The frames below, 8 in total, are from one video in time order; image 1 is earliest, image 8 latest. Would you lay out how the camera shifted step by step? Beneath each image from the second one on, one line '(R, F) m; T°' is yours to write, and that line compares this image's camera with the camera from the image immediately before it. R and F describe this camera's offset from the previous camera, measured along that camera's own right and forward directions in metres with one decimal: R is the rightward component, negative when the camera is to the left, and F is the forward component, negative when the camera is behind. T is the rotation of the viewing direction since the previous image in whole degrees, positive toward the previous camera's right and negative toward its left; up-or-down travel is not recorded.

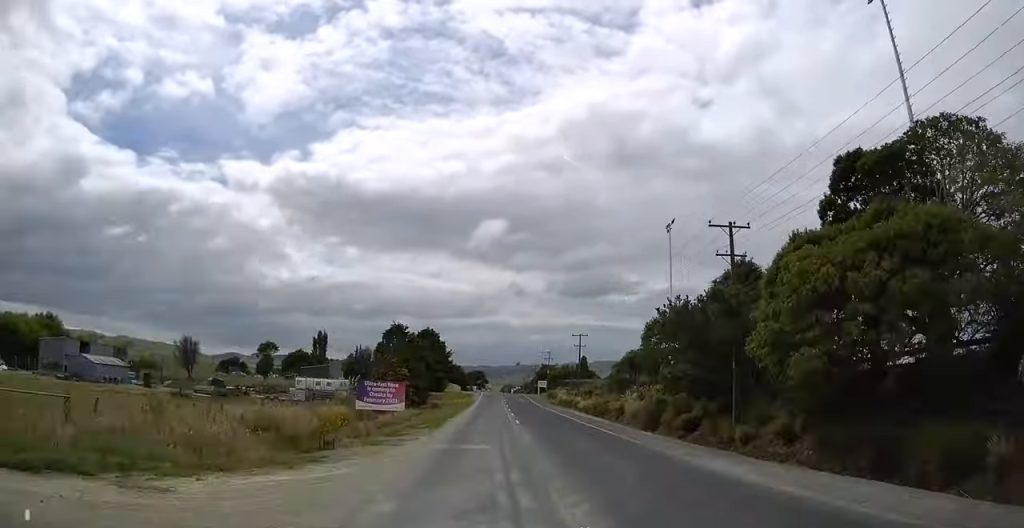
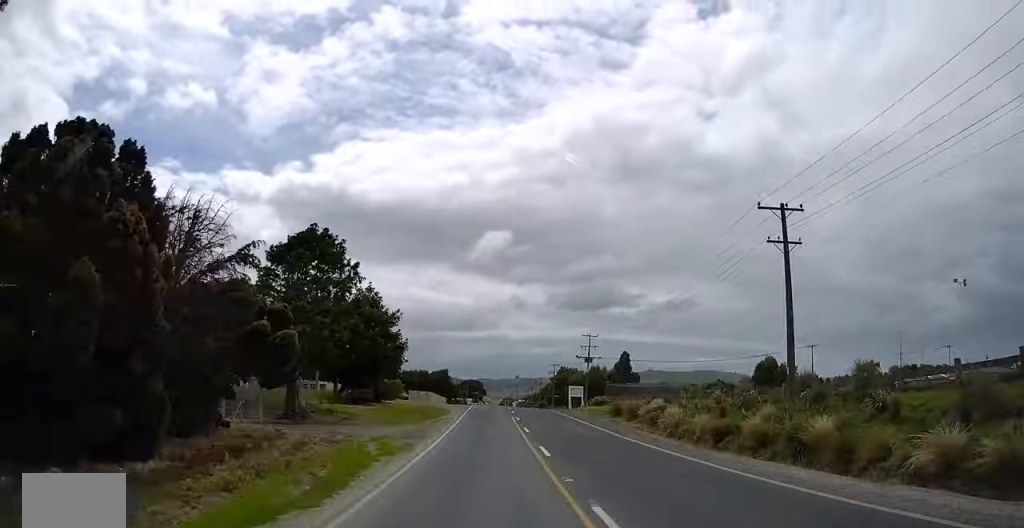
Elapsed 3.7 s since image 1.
(0.0, +55.3) m; 0°
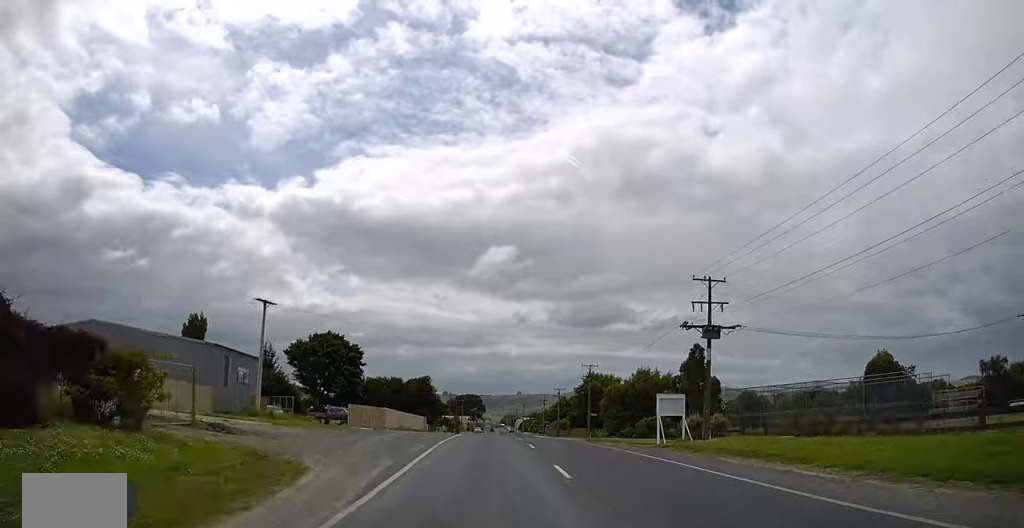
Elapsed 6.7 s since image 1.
(0.0, +42.4) m; 0°
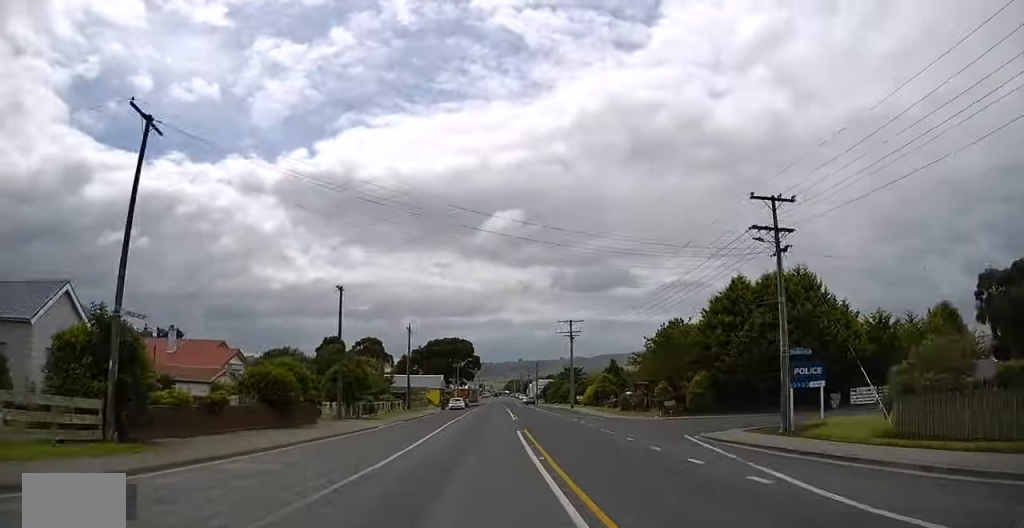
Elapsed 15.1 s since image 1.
(-1.2, +118.3) m; 0°
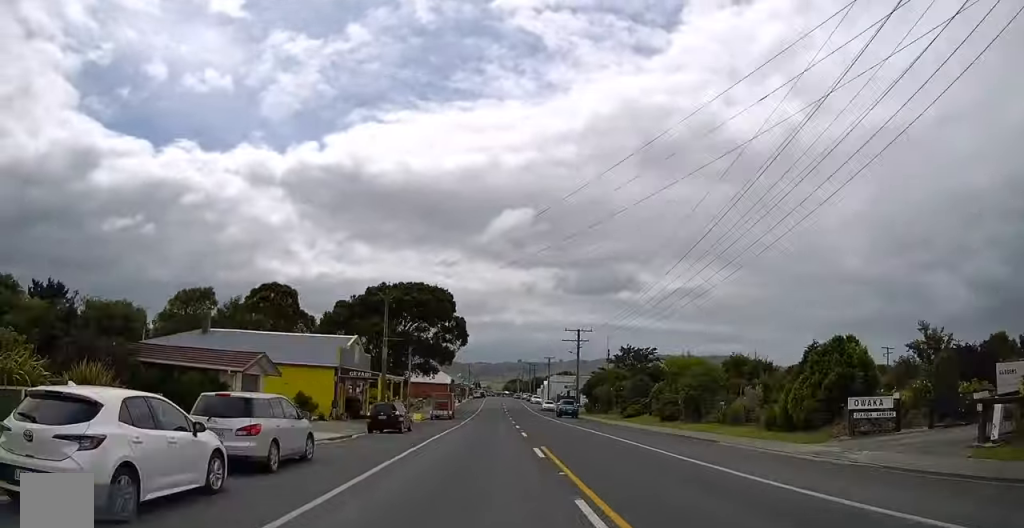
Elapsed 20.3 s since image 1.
(+0.5, +69.9) m; 0°
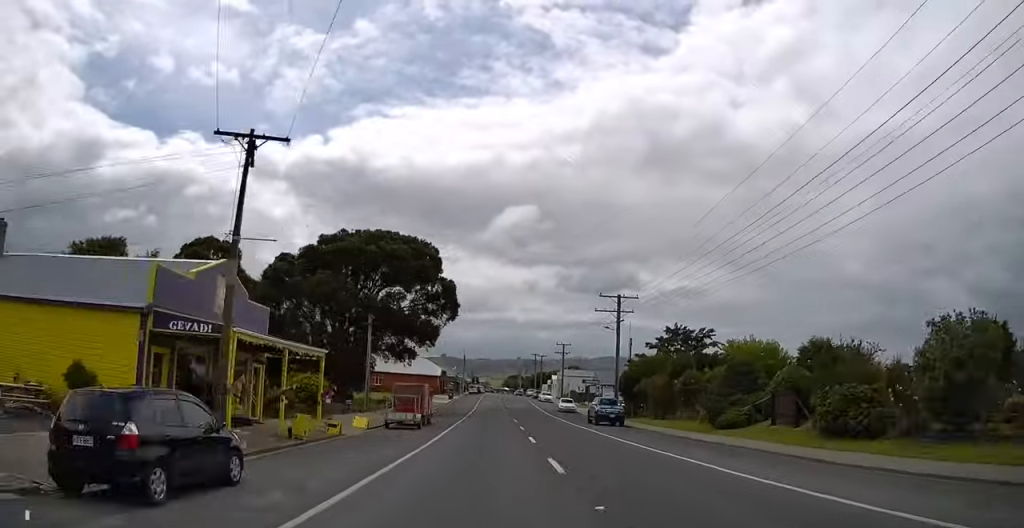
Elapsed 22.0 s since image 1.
(-0.1, +22.7) m; 0°
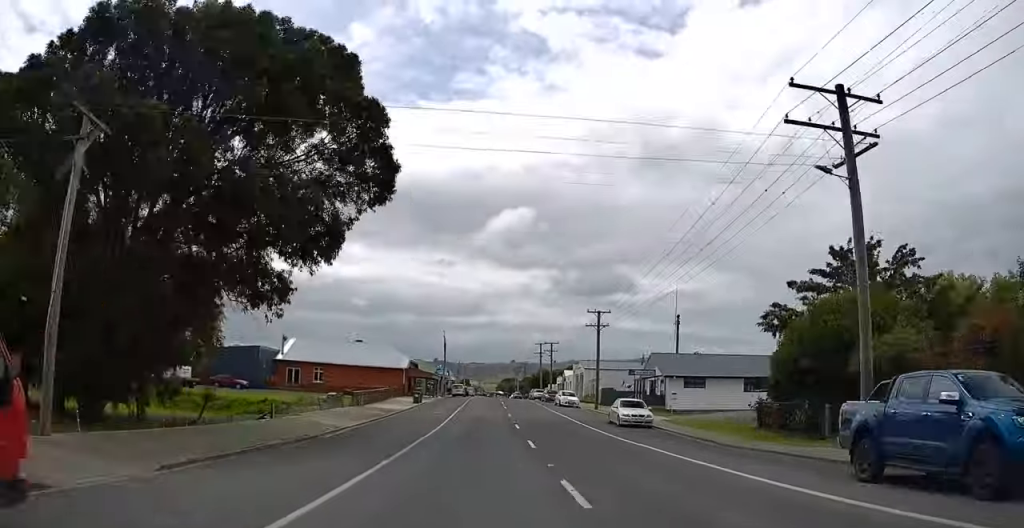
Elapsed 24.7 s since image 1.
(+0.1, +32.7) m; 0°
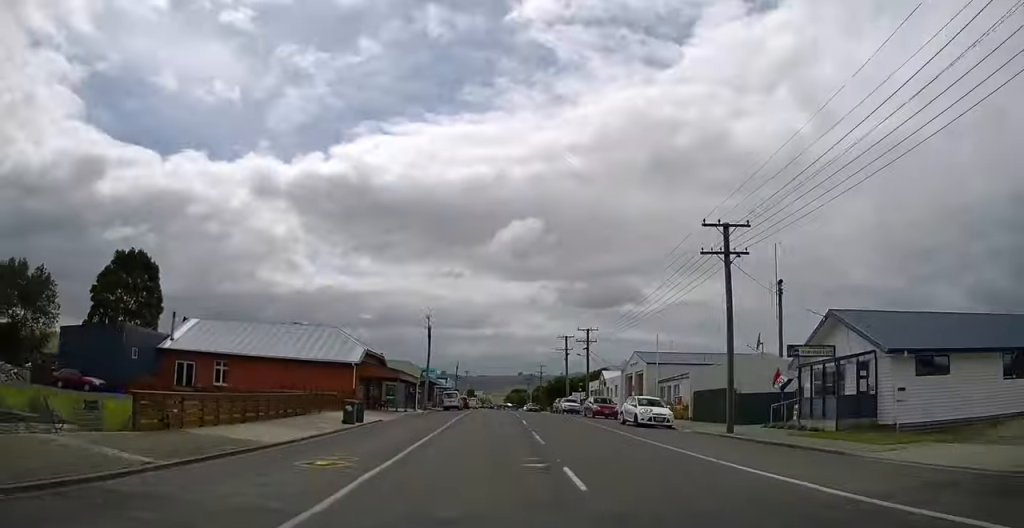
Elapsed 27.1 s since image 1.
(0.0, +28.6) m; 0°
